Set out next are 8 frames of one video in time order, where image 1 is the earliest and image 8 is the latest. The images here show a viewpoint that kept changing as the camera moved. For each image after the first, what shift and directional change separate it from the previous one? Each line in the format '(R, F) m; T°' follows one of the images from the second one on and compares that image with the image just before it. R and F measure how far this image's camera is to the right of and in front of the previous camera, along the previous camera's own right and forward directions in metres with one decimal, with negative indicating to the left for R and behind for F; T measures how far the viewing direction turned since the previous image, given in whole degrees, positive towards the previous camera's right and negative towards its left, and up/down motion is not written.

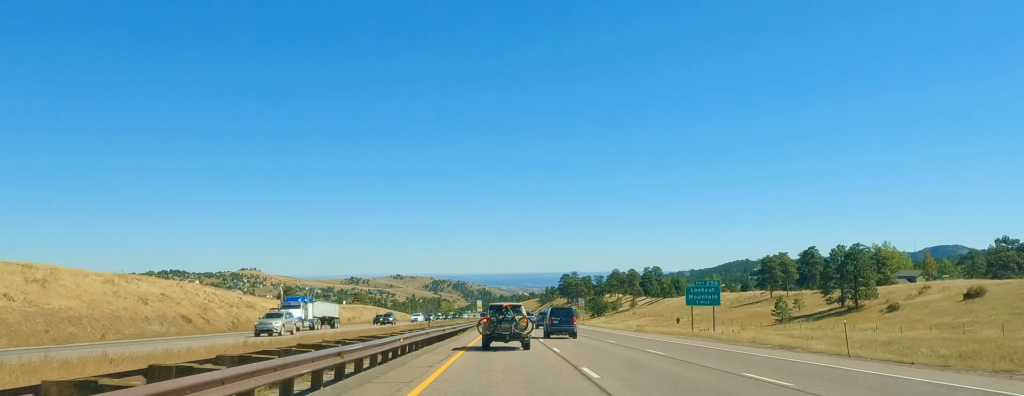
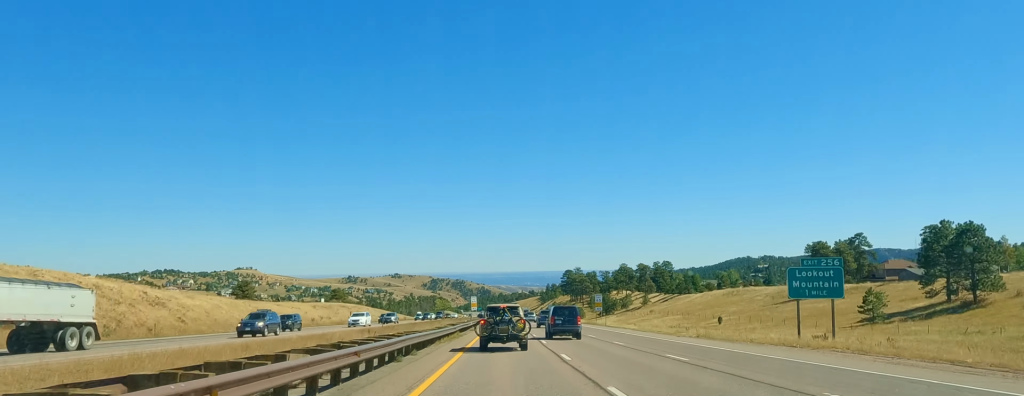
(0.0, +29.2) m; 0°
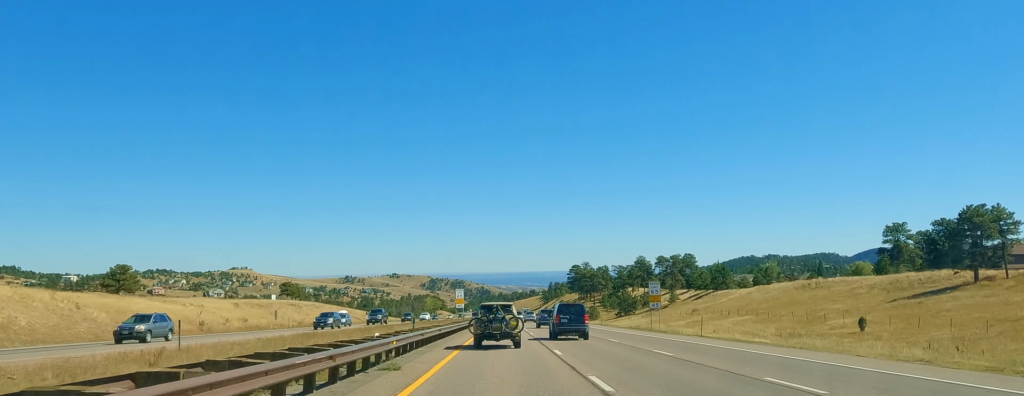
(+0.2, +47.5) m; 0°
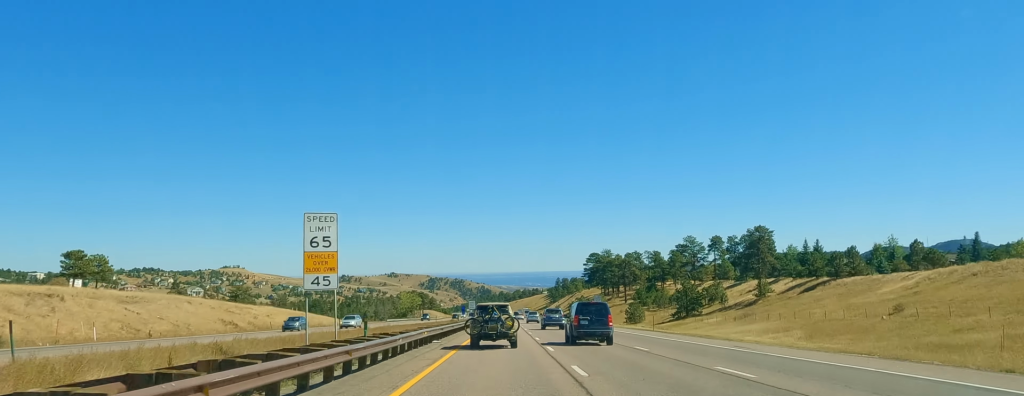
(-0.2, +81.8) m; 0°
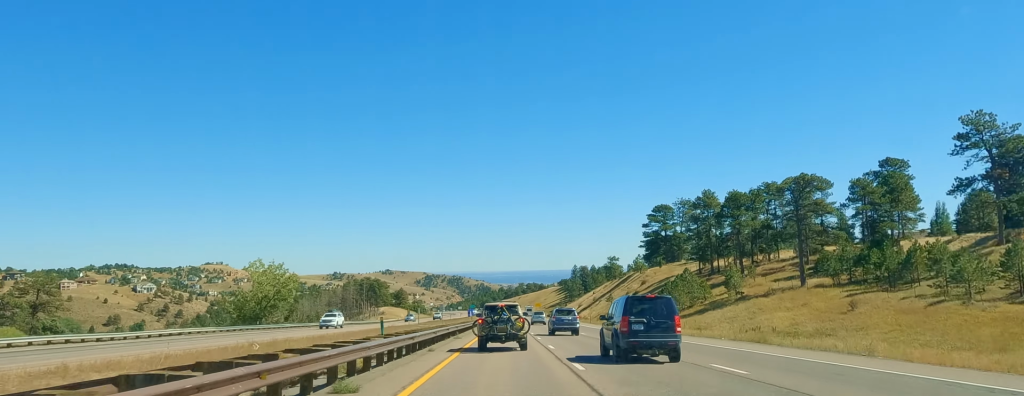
(-0.3, +141.7) m; 0°
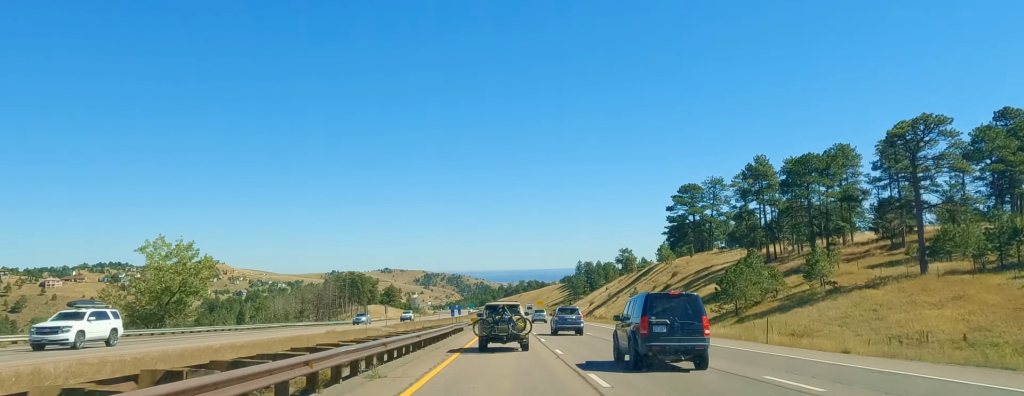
(+0.1, +27.6) m; 0°
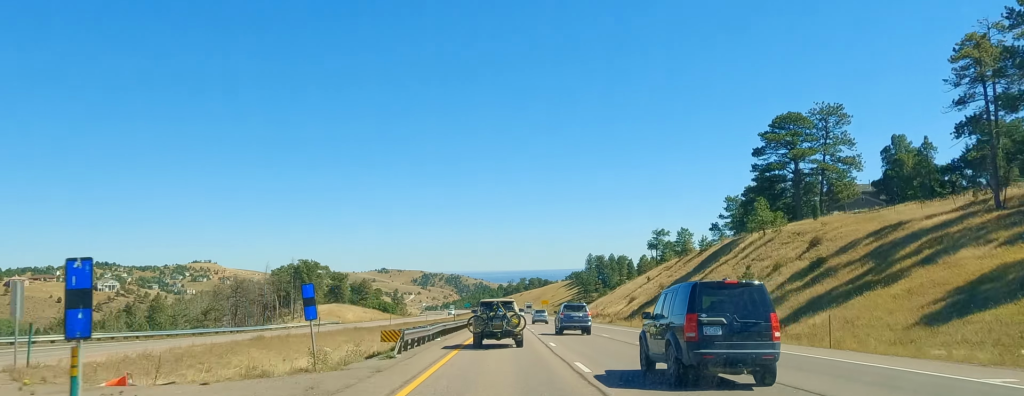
(+0.1, +56.3) m; 0°
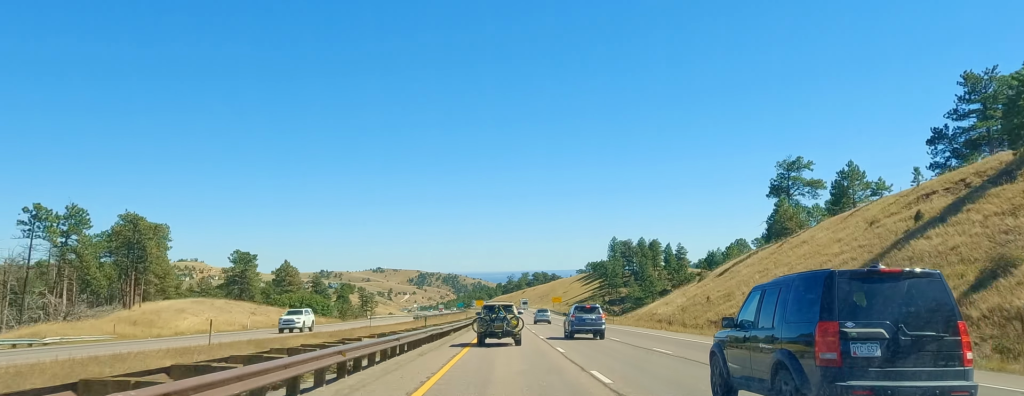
(-0.2, +87.4) m; 0°
